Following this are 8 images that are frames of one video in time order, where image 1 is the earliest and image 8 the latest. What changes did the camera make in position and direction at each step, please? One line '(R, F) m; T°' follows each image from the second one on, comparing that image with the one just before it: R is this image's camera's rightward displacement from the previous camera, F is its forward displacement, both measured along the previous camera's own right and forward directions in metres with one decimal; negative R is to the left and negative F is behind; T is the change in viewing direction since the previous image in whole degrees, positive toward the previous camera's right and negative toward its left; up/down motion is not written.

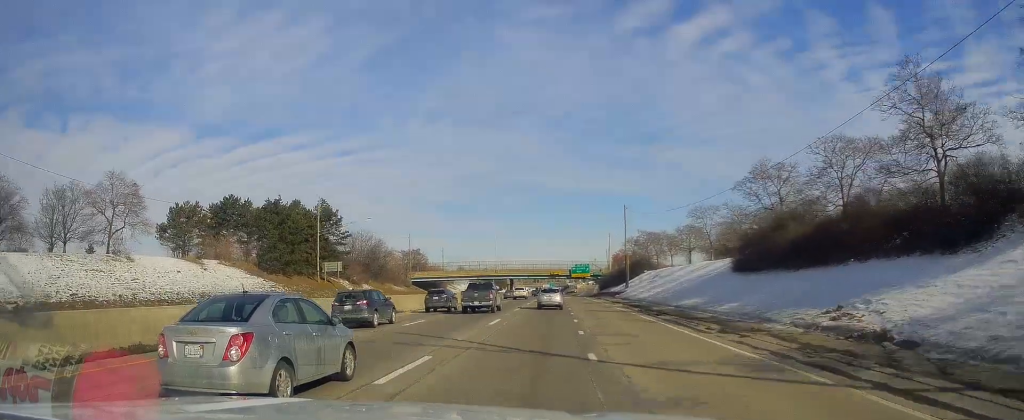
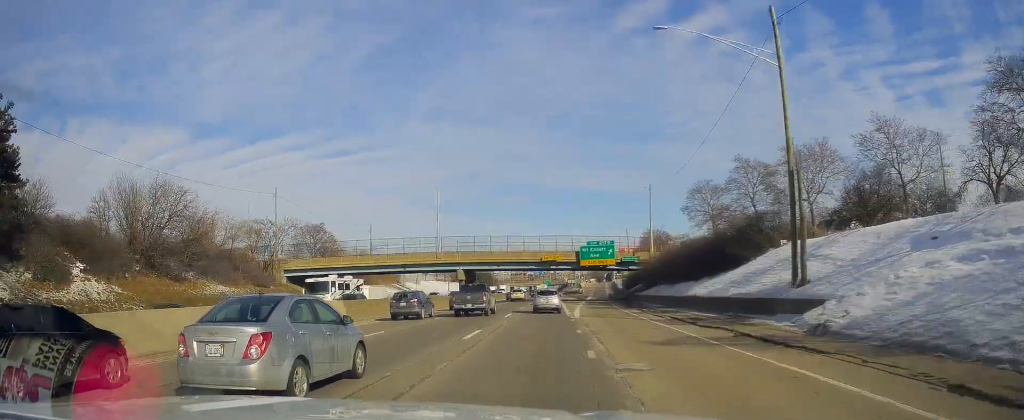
(0.0, +67.7) m; -1°
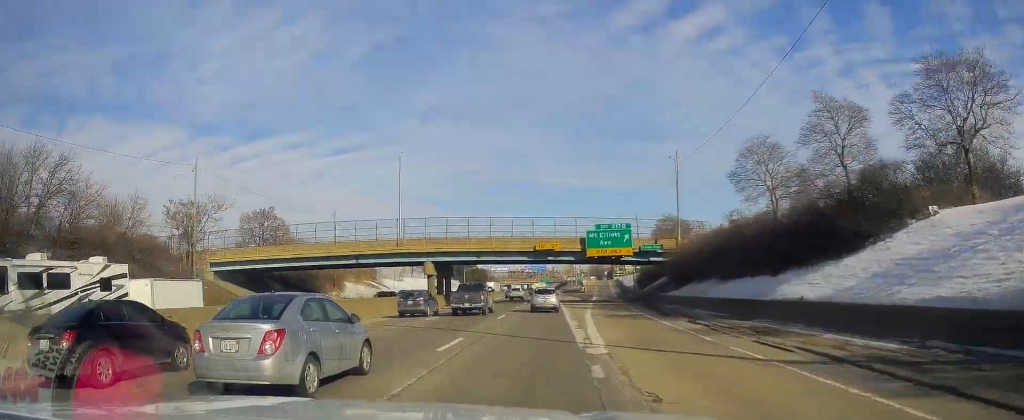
(0.0, +18.4) m; 0°
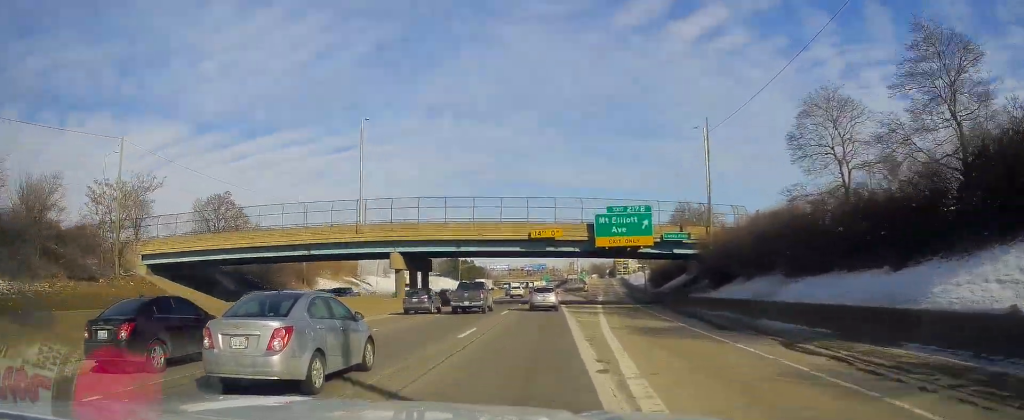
(+0.1, +12.2) m; 0°
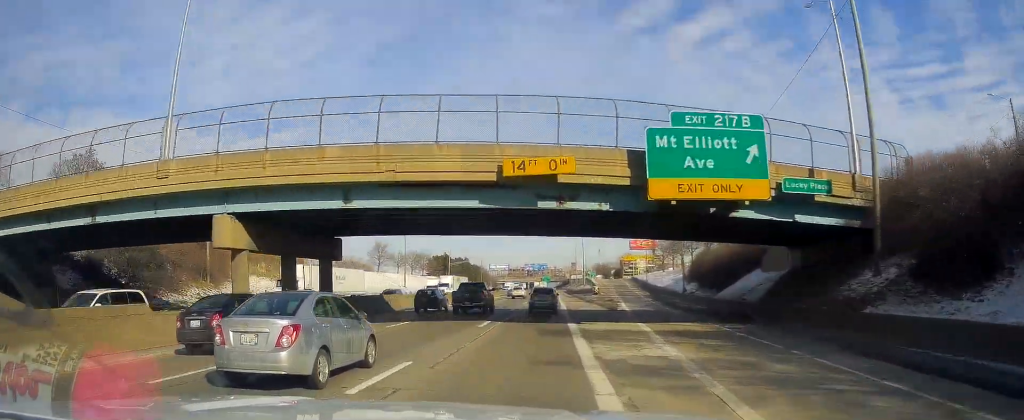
(+0.1, +25.1) m; 0°
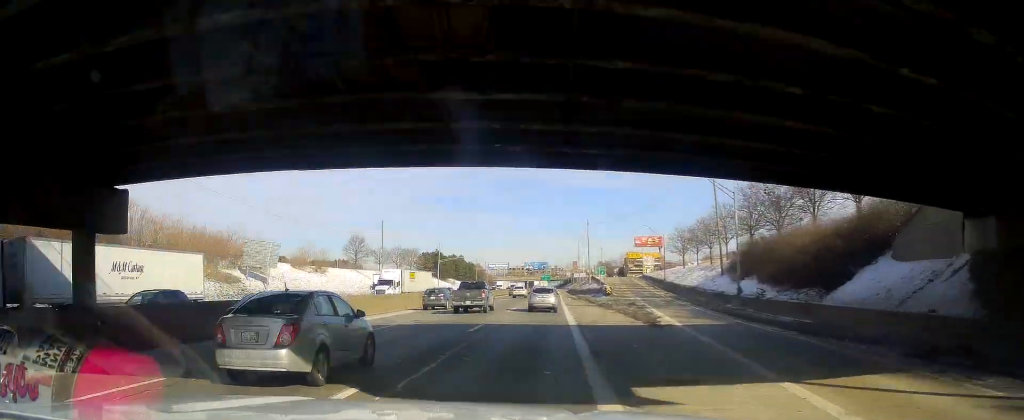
(-0.4, +18.2) m; 0°
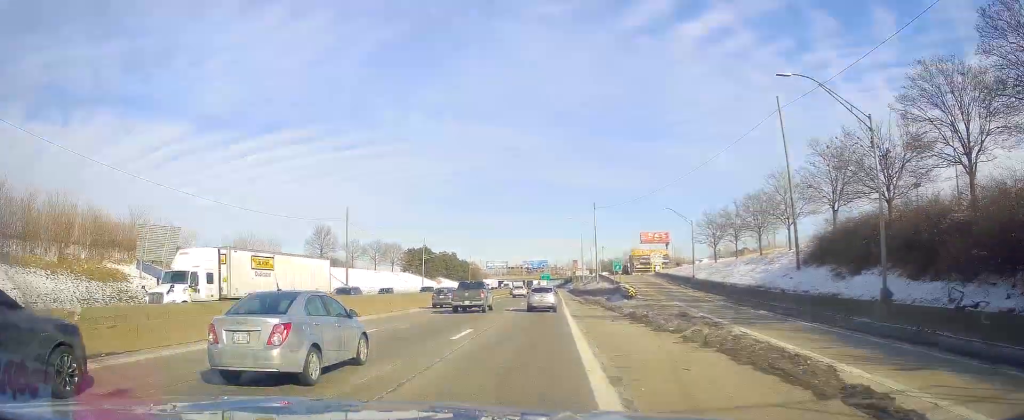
(+0.5, +20.2) m; 0°
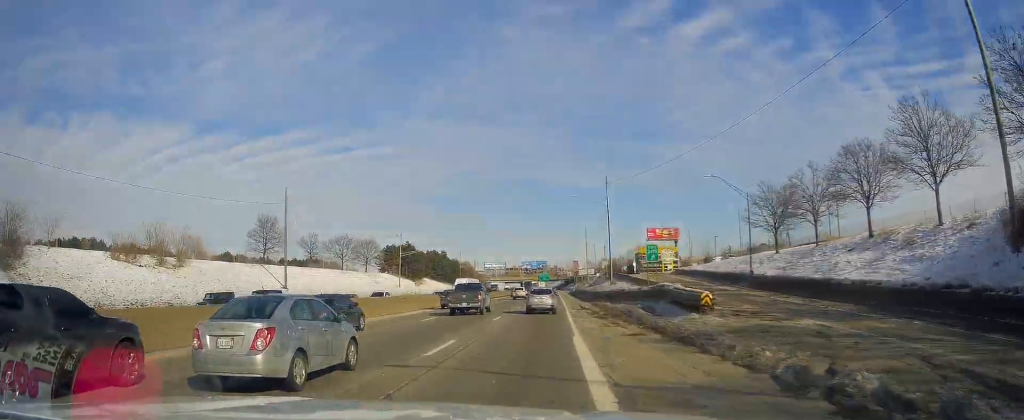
(-0.2, +23.2) m; 0°
